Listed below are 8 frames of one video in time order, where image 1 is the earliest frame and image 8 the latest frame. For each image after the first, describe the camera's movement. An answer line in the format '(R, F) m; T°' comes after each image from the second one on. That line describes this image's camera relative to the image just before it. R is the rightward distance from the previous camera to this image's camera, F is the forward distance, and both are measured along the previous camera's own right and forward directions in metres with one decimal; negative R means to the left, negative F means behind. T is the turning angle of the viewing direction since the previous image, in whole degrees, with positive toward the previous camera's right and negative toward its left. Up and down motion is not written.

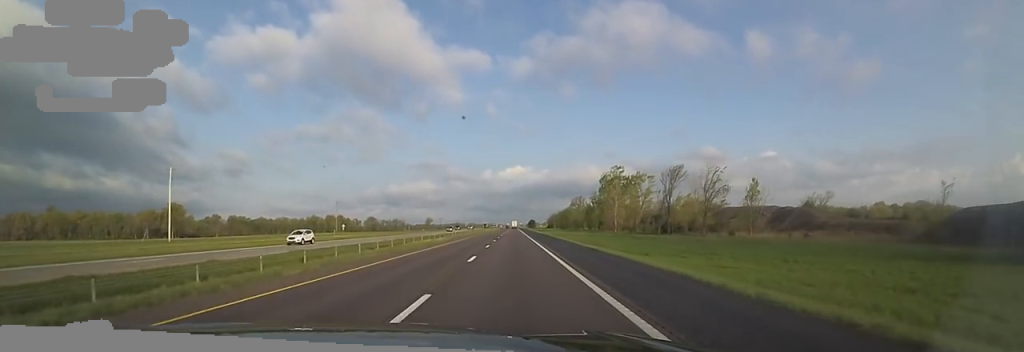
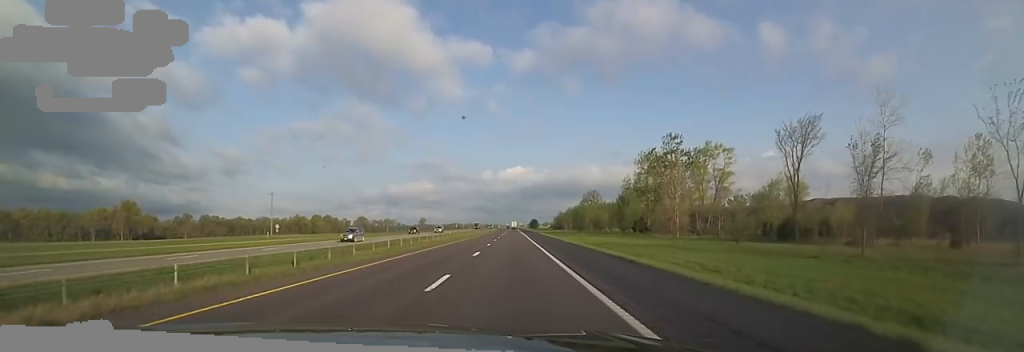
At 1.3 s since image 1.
(-0.2, +44.1) m; -2°
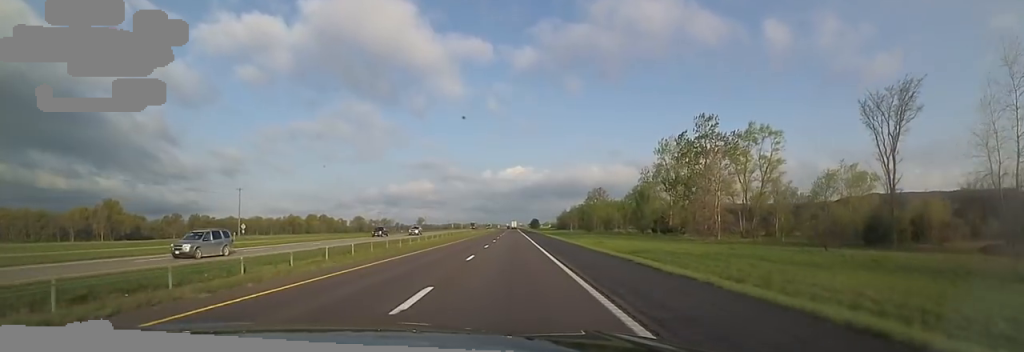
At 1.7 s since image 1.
(-0.5, +15.0) m; 0°
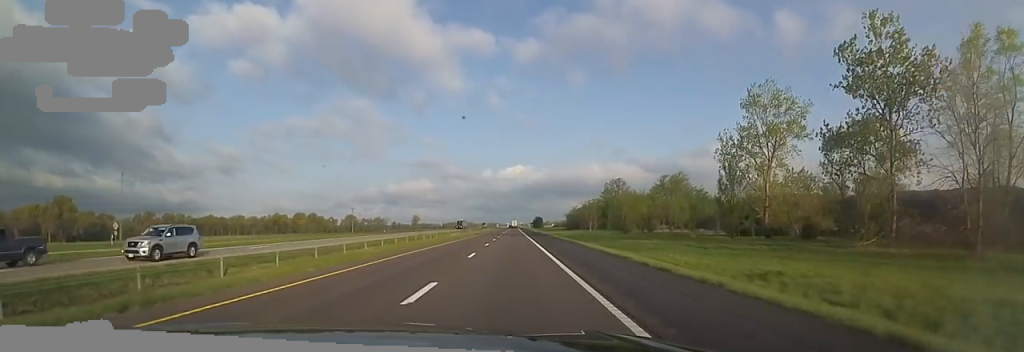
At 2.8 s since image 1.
(-0.1, +36.0) m; +1°
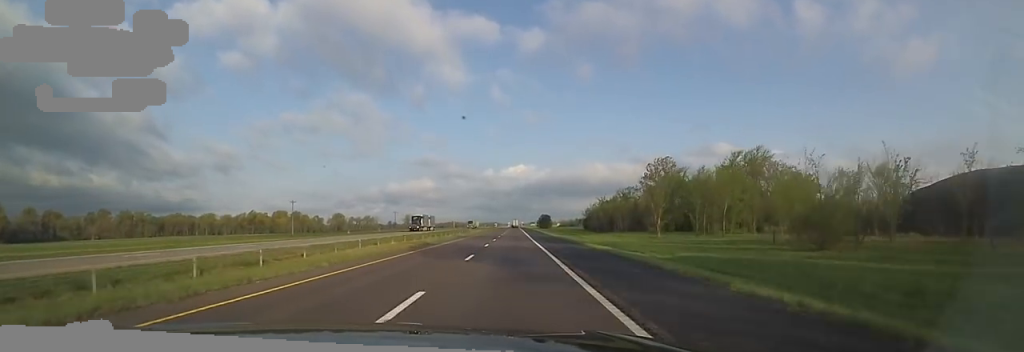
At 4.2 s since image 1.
(+0.8, +52.1) m; +1°
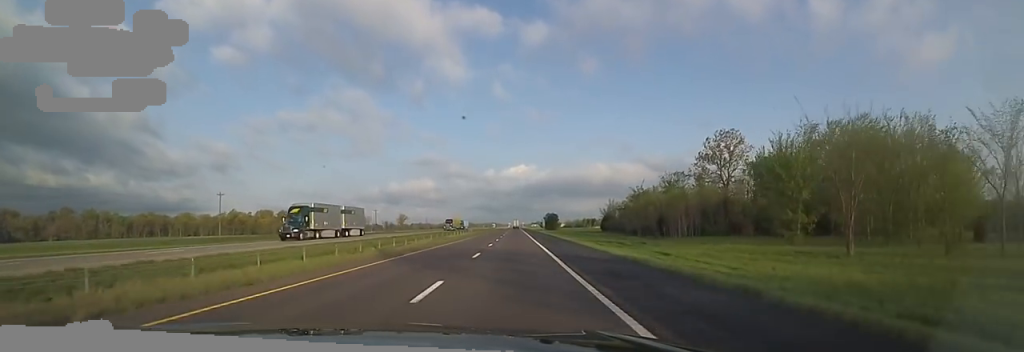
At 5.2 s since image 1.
(0.0, +35.5) m; -1°
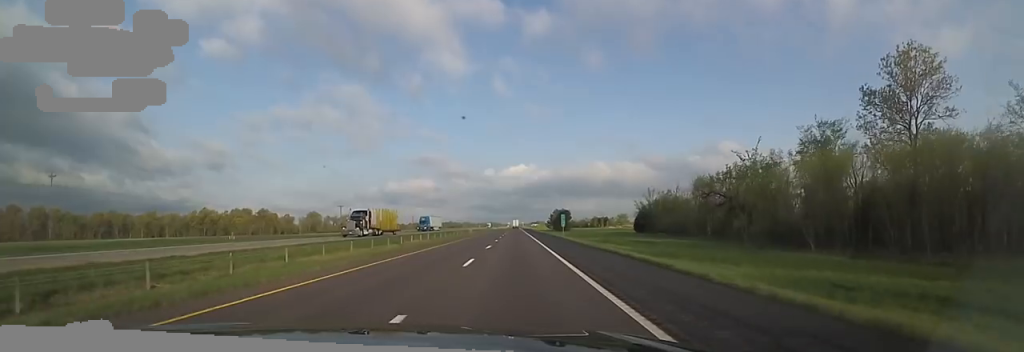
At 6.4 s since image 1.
(-0.4, +41.7) m; -1°
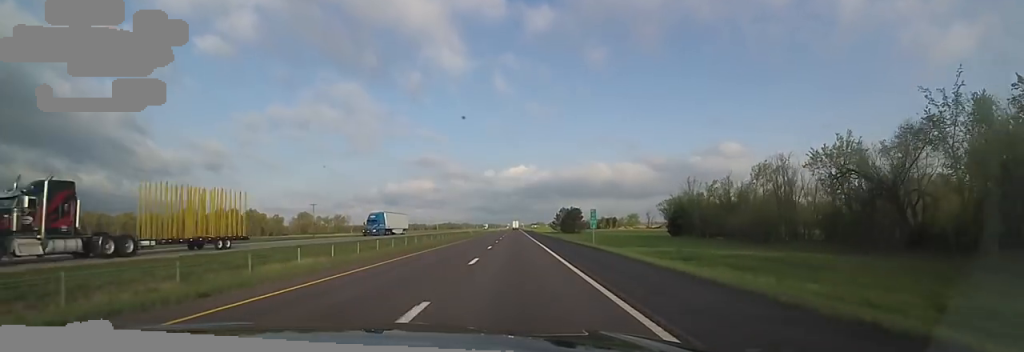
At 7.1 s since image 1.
(+0.1, +22.4) m; -1°
